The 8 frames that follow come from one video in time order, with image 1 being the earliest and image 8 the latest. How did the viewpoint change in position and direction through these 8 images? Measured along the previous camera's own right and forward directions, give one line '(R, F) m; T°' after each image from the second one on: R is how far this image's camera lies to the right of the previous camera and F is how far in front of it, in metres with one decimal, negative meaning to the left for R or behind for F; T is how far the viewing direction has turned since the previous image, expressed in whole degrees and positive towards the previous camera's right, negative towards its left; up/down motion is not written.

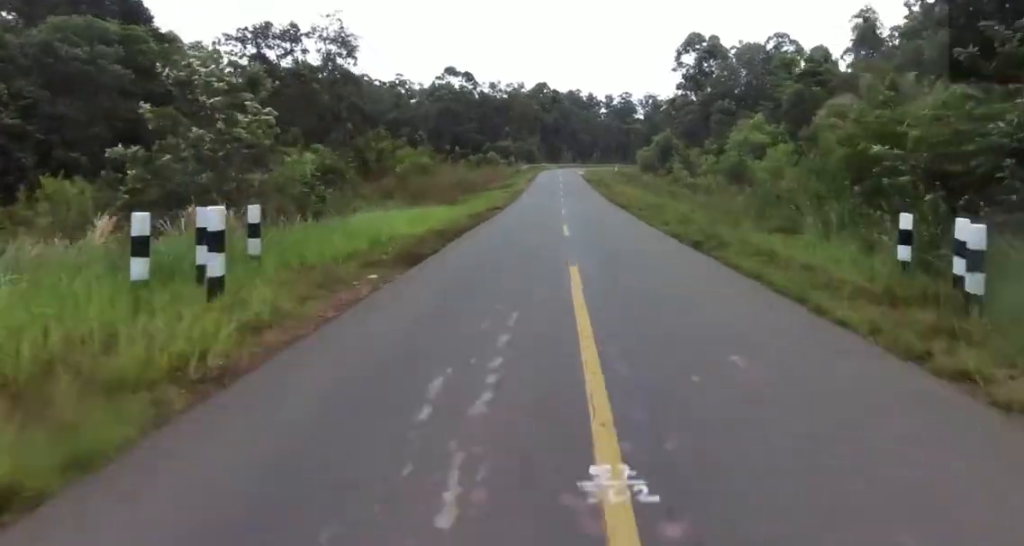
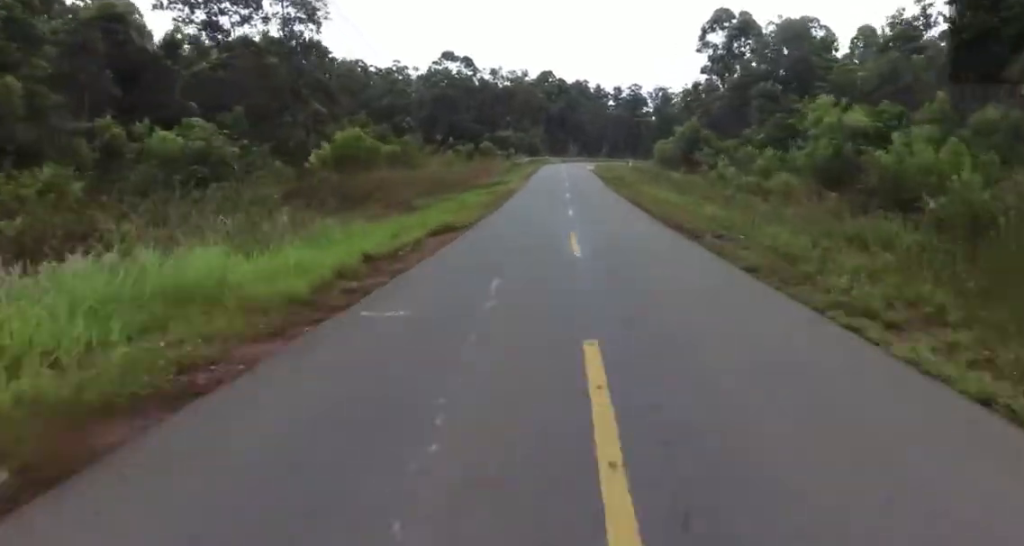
(+0.1, +11.4) m; +1°
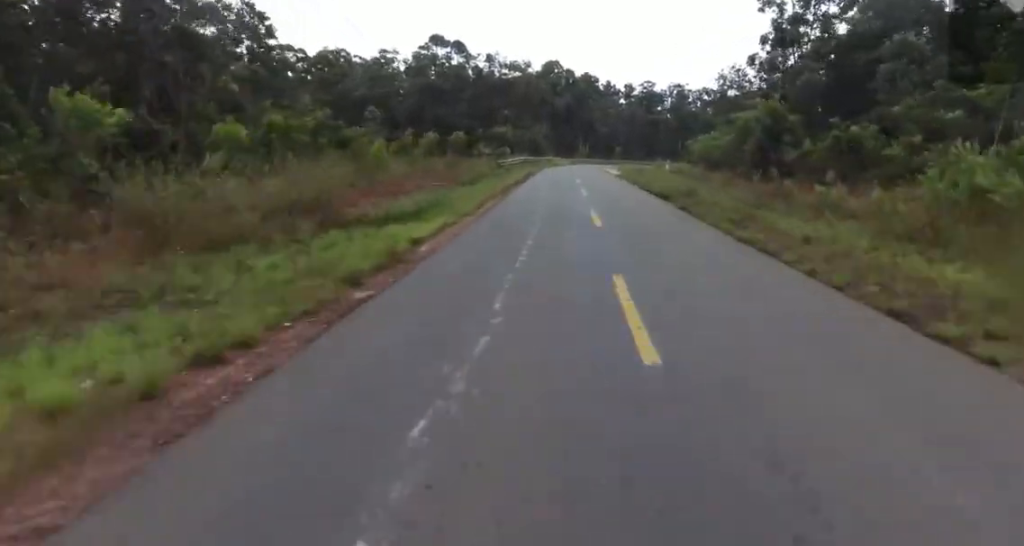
(+0.1, +20.7) m; 0°
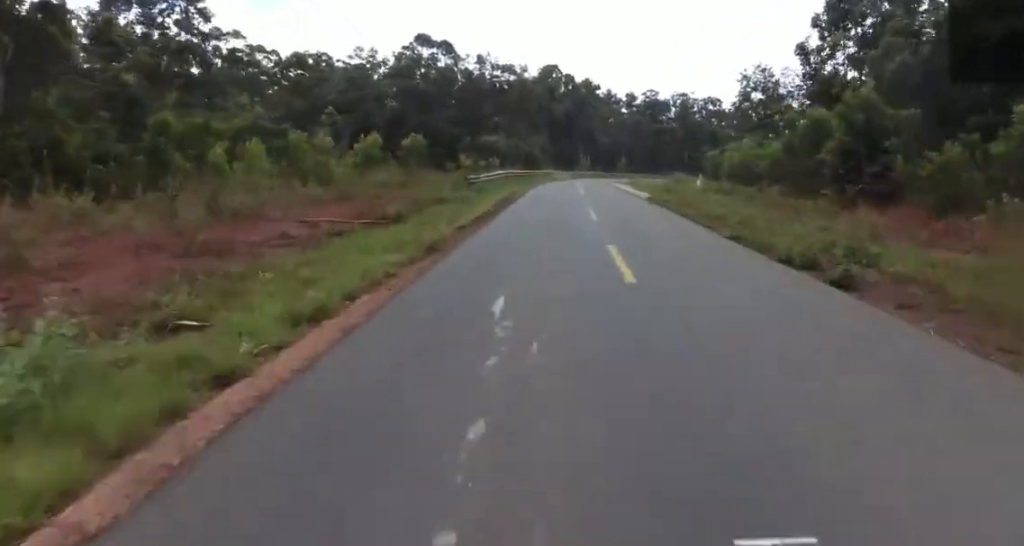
(0.0, +11.3) m; +2°
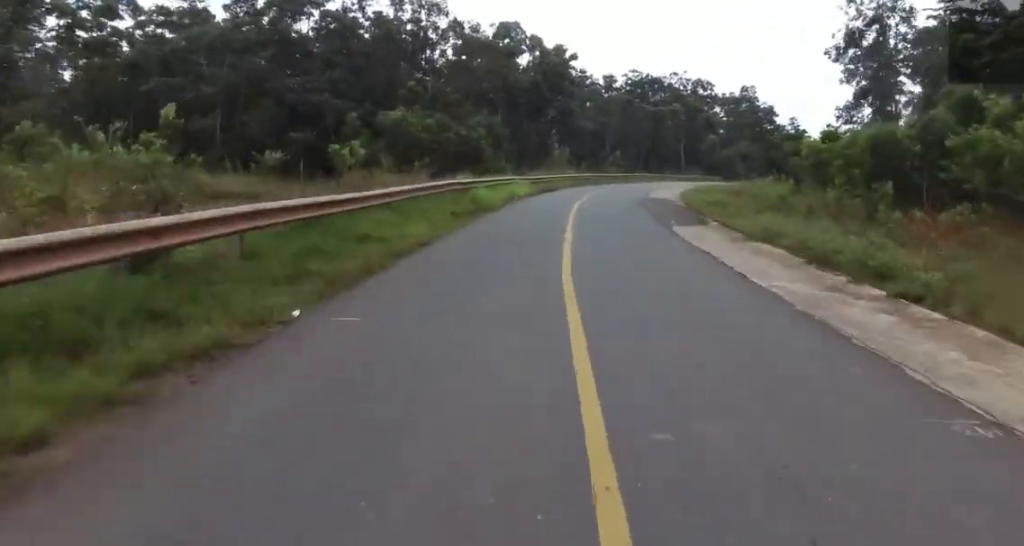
(+2.0, +36.6) m; +6°
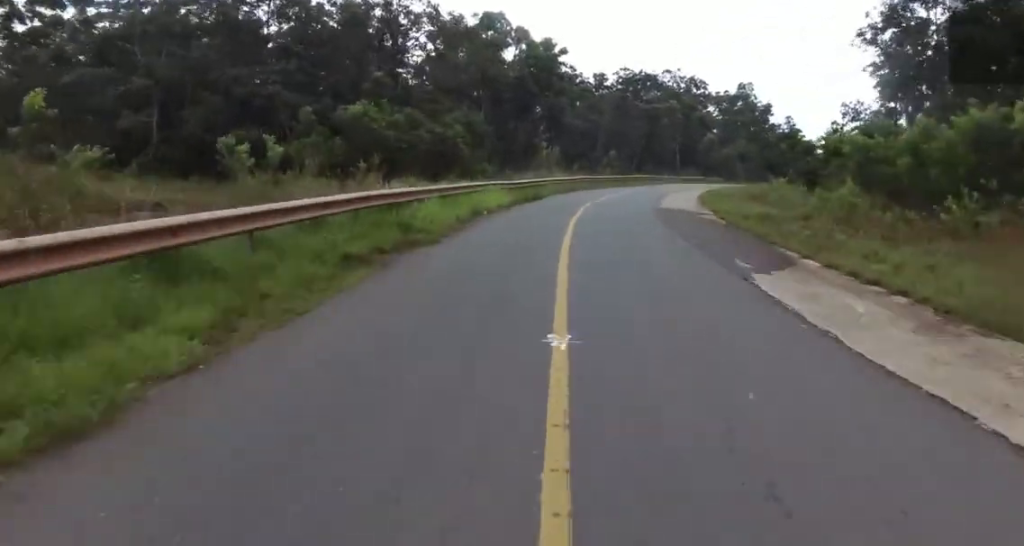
(-0.4, +7.1) m; +1°
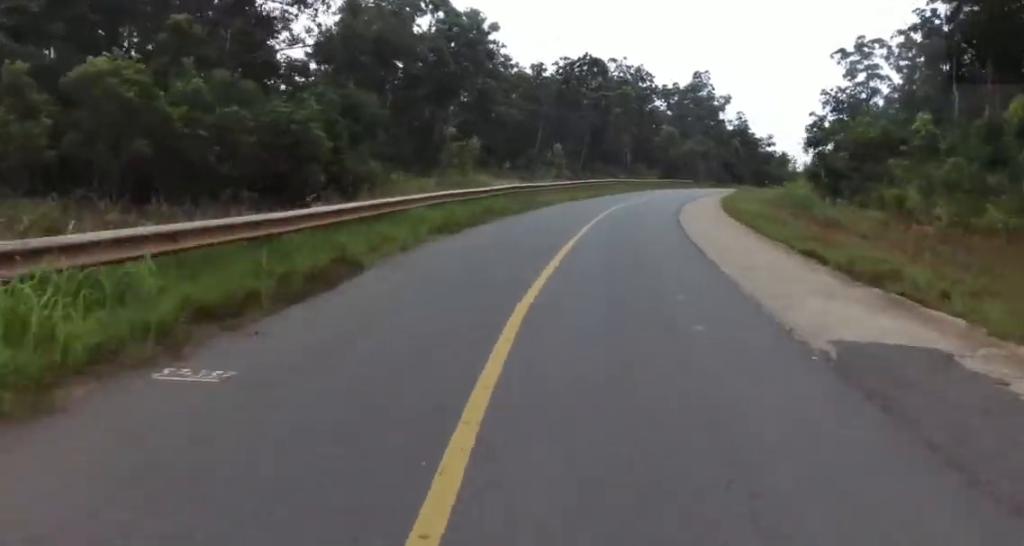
(+1.7, +18.2) m; +7°
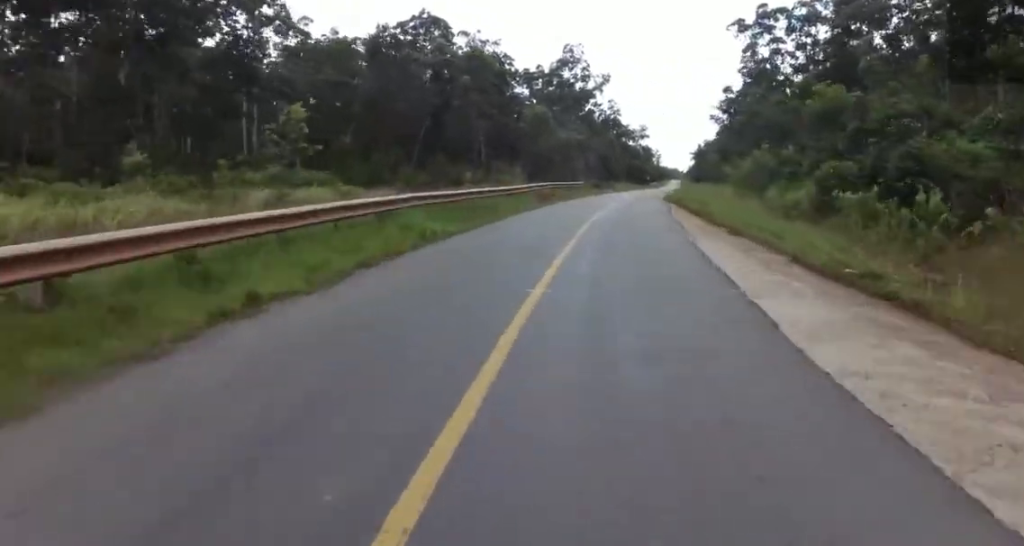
(+2.2, +29.0) m; +10°
